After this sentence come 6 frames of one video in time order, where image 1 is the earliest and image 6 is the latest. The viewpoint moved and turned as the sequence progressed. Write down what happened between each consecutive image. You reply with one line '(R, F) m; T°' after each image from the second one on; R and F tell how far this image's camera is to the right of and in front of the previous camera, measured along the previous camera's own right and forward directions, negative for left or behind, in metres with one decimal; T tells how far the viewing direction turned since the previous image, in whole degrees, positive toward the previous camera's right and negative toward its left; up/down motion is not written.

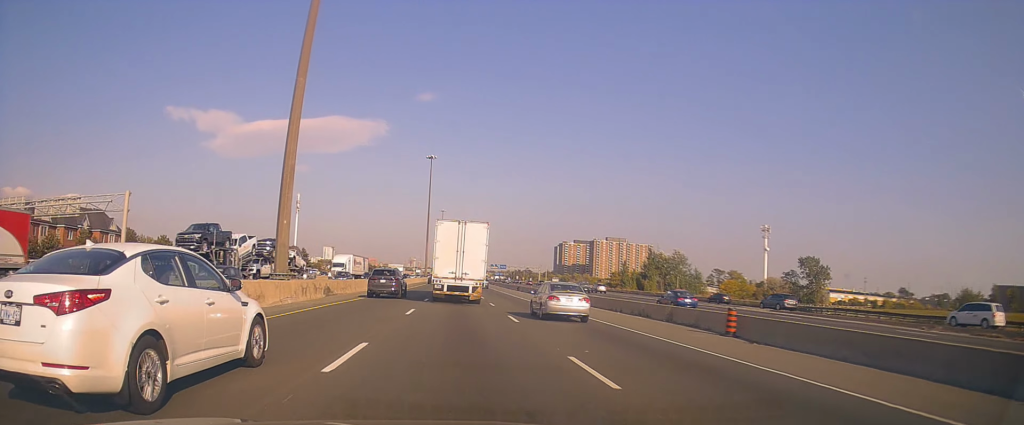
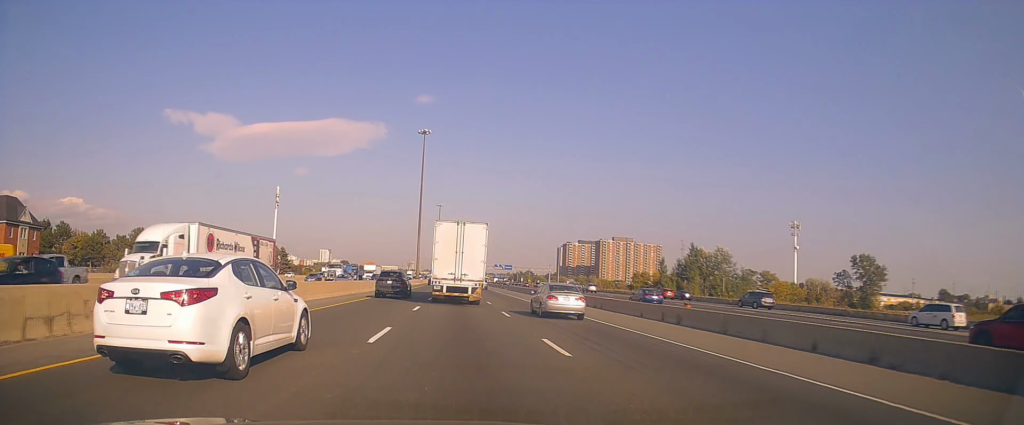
(-0.6, +31.7) m; 0°
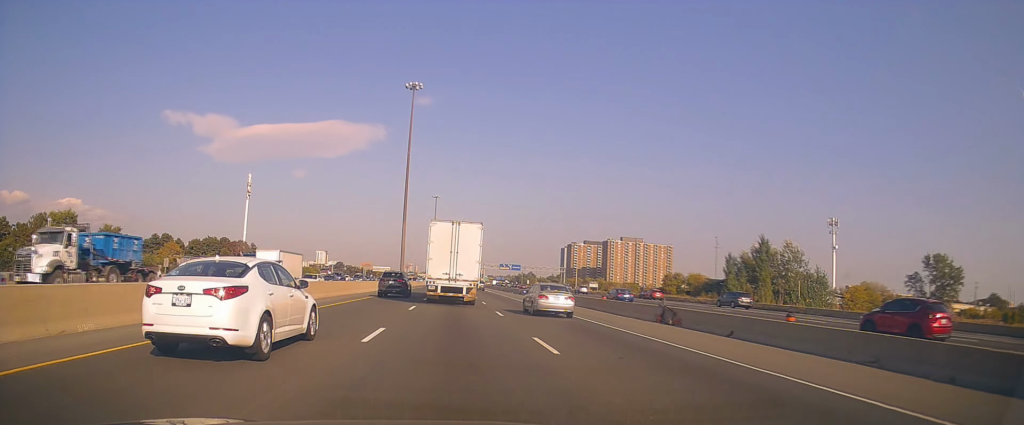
(+1.0, +34.5) m; +1°
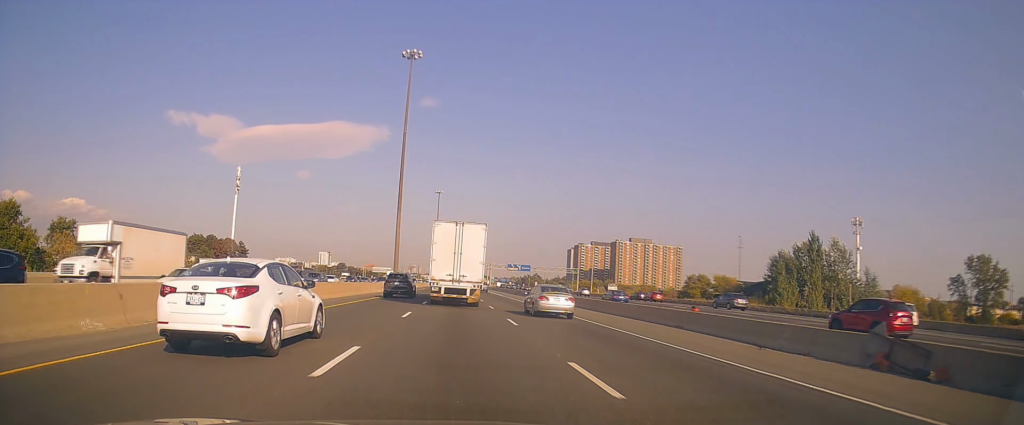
(-0.2, +15.4) m; -1°
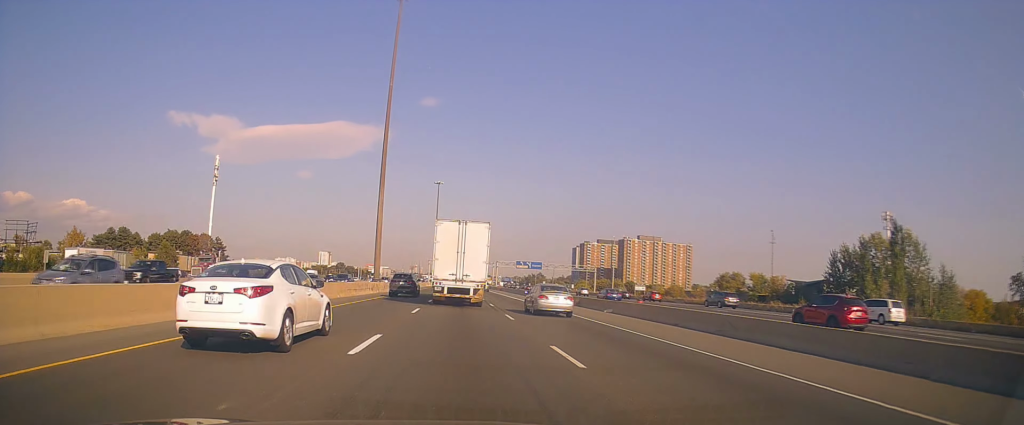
(0.0, +20.7) m; 0°
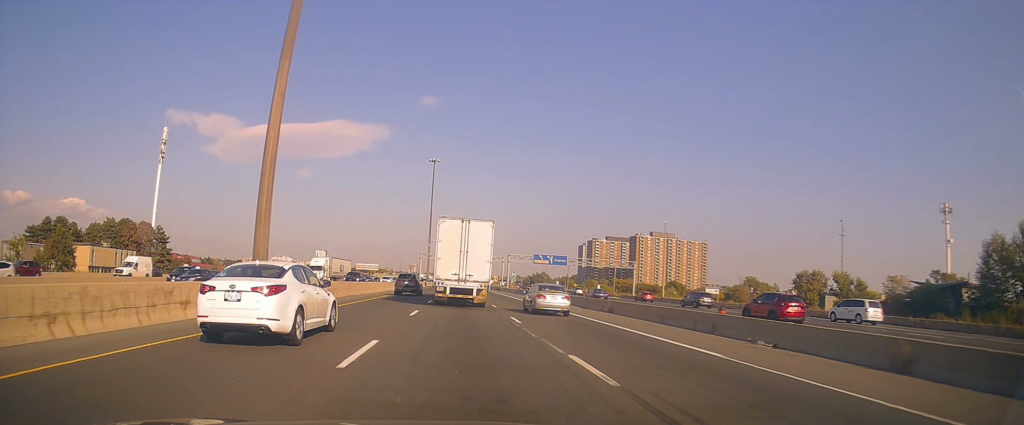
(0.0, +36.3) m; -1°
